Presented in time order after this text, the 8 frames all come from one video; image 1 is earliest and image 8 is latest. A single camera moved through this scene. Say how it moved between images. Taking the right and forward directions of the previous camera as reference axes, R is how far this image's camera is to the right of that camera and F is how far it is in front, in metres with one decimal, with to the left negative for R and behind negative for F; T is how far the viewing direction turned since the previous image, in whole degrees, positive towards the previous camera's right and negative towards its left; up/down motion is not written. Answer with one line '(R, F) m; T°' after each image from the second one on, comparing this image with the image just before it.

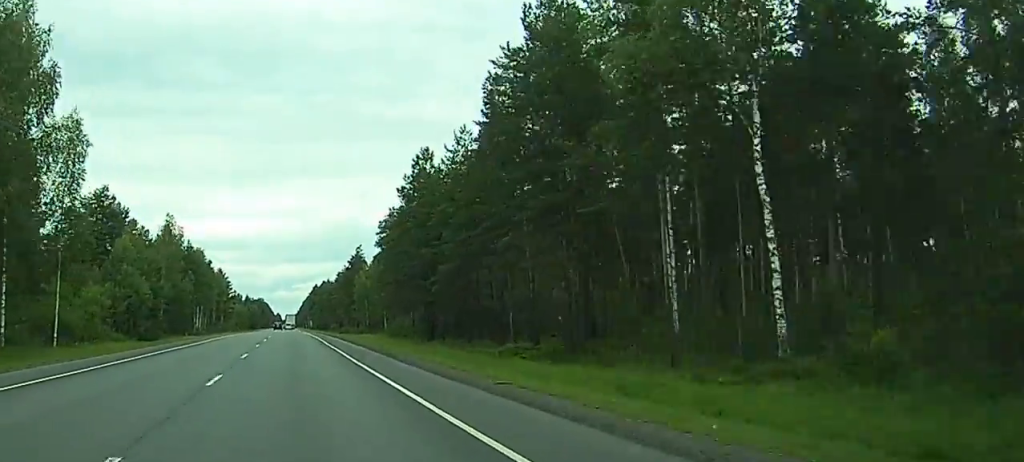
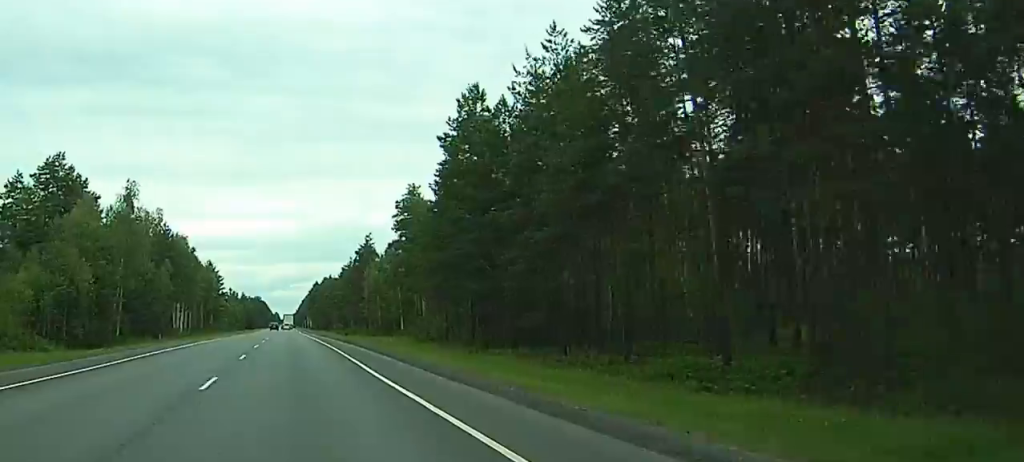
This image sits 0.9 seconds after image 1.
(-0.1, +25.1) m; 0°
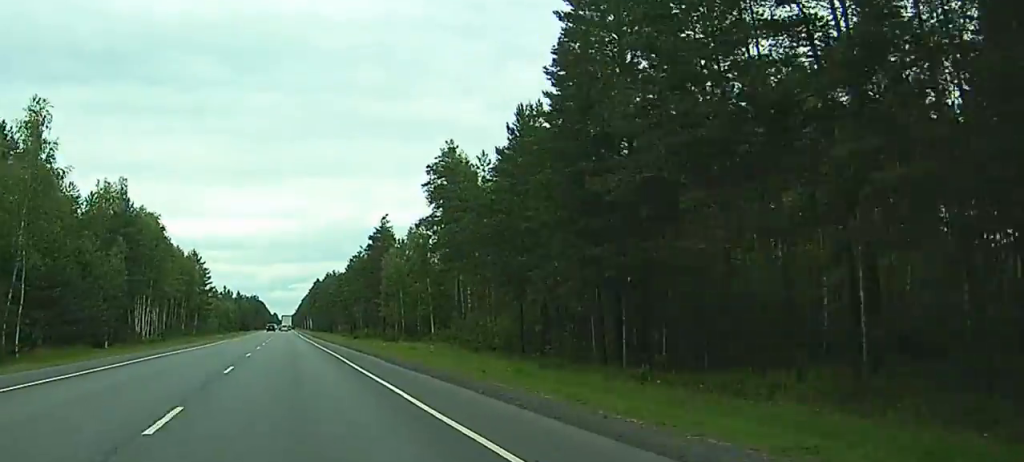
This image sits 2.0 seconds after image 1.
(0.0, +29.8) m; 0°
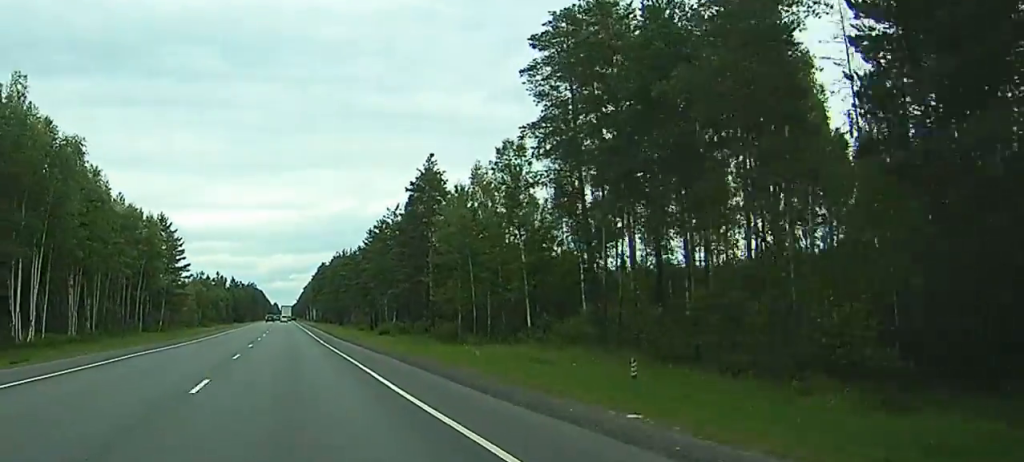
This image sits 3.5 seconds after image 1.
(+0.2, +43.1) m; 0°
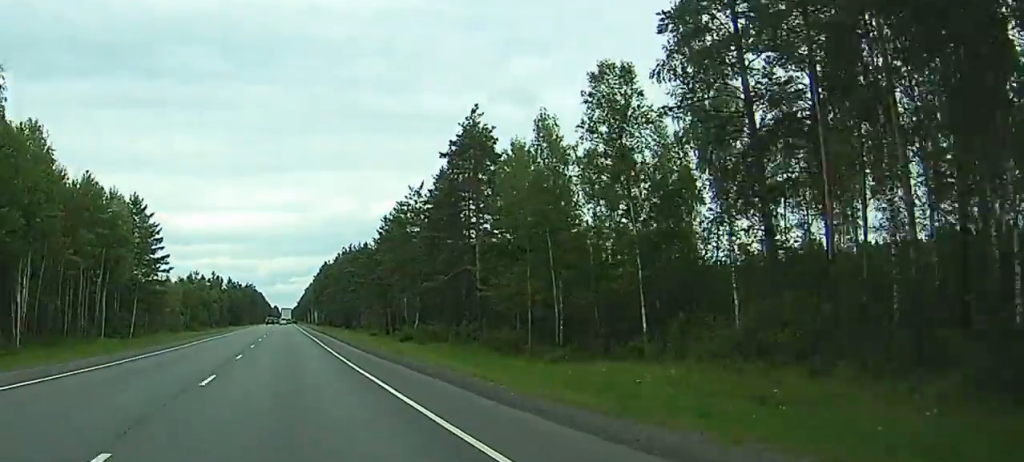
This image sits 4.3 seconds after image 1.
(0.0, +21.6) m; 0°
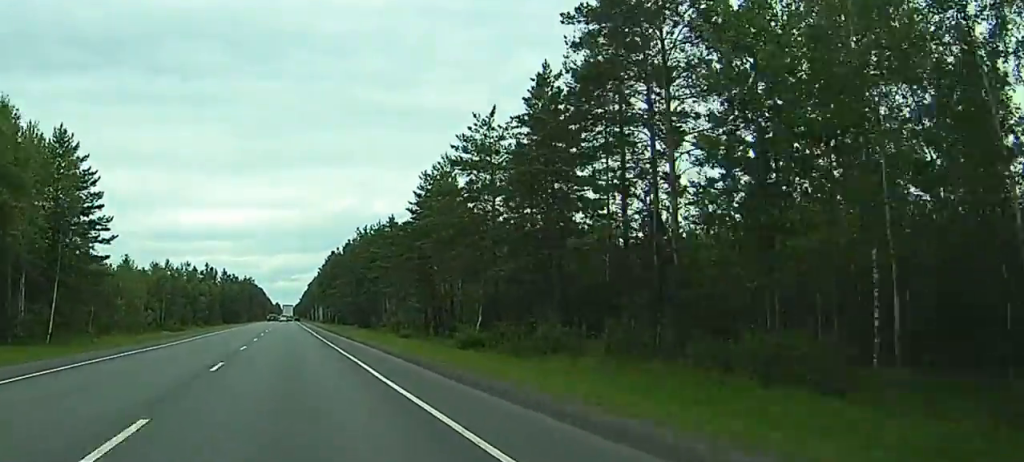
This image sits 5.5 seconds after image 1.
(0.0, +33.7) m; 0°
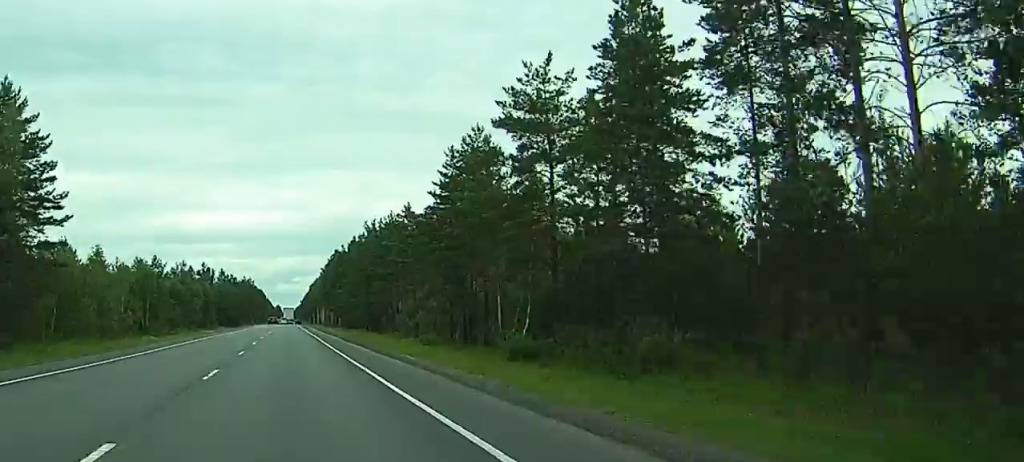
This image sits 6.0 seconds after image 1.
(0.0, +14.0) m; 0°
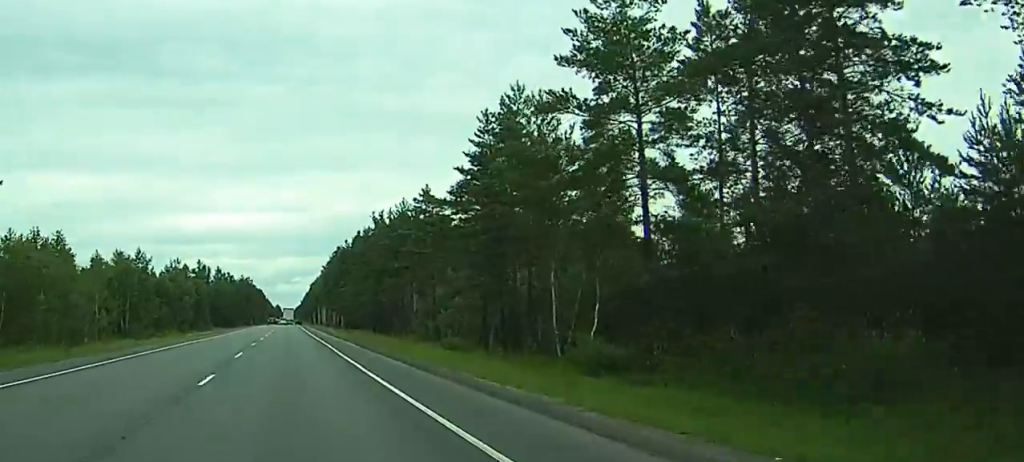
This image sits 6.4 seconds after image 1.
(0.0, +13.0) m; 0°
